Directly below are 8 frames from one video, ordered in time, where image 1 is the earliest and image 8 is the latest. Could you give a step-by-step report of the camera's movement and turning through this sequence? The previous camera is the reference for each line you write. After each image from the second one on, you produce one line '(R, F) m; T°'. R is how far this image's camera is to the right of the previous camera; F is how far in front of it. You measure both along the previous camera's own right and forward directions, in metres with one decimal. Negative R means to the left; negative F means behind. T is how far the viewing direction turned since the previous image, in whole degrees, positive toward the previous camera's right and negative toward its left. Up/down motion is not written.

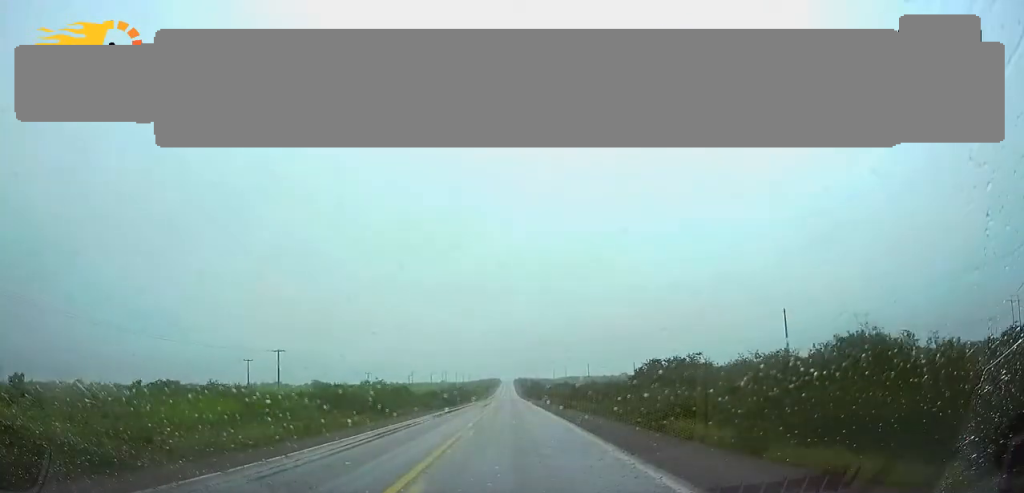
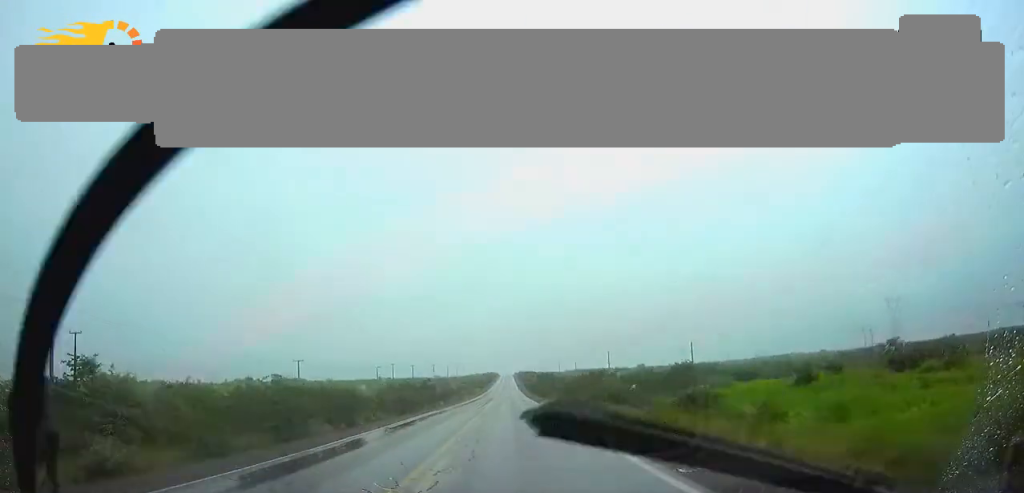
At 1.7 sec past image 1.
(+0.1, +56.8) m; 0°
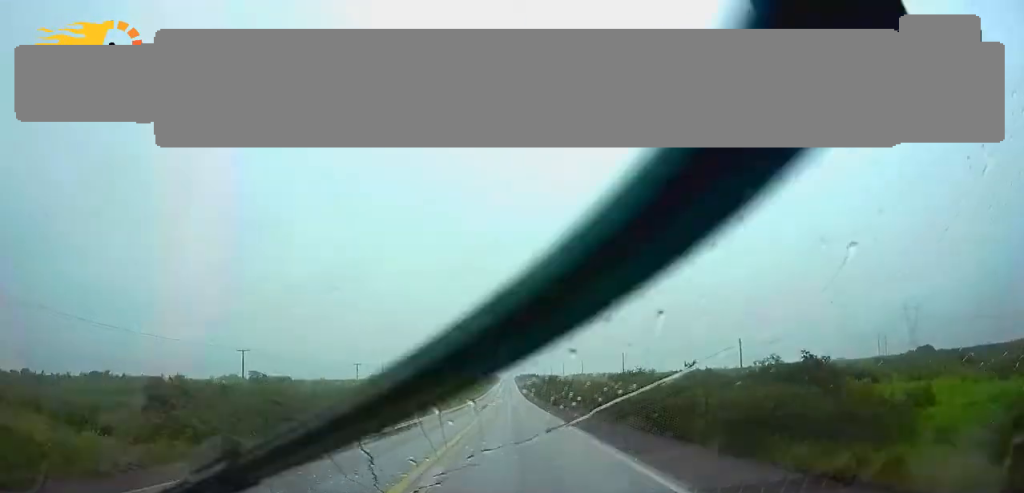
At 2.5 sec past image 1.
(-0.1, +25.3) m; 0°
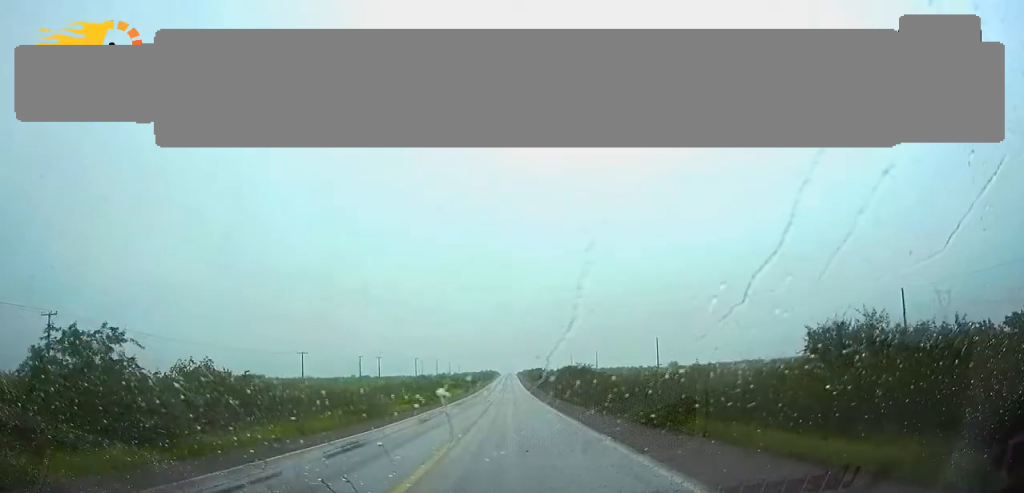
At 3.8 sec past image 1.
(+0.1, +43.1) m; 0°
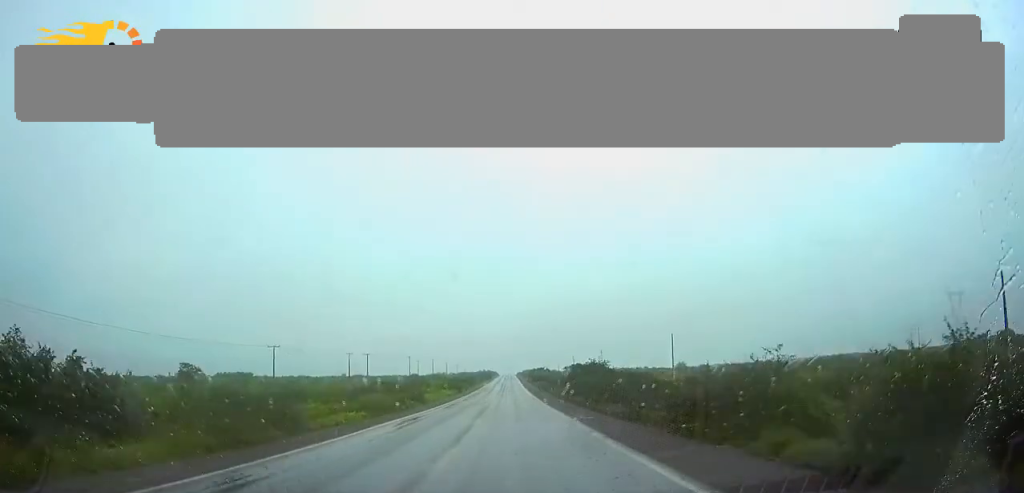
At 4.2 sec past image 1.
(0.0, +14.3) m; 0°
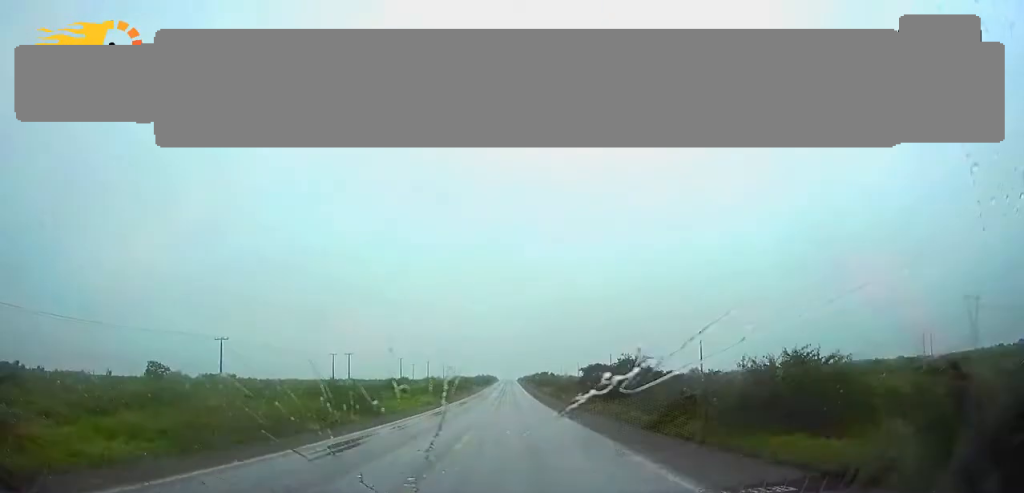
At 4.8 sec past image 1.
(0.0, +19.8) m; 0°
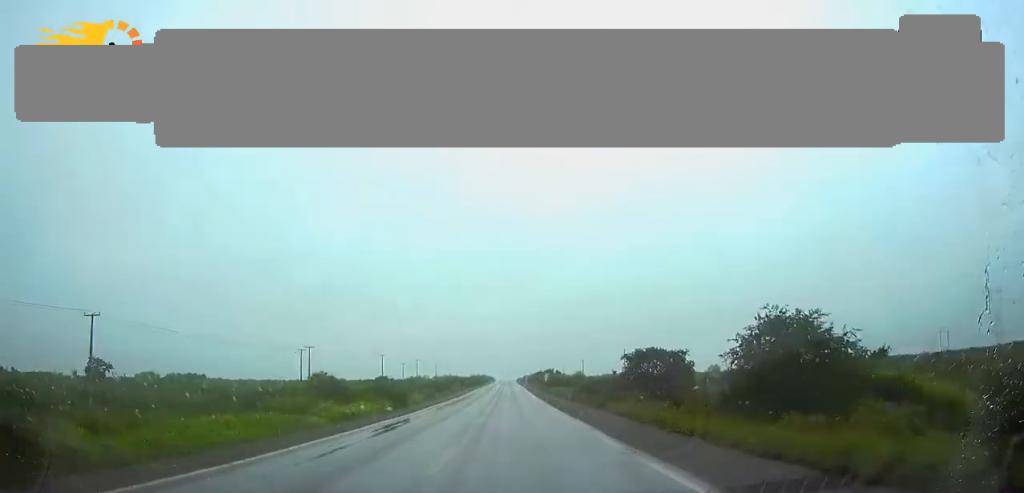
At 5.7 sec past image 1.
(0.0, +28.6) m; 0°
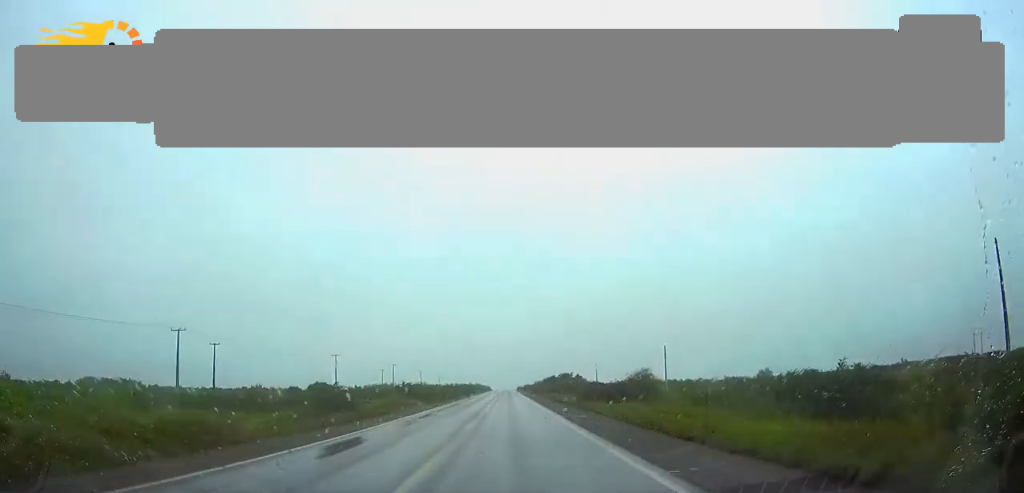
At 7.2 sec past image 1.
(+0.2, +49.8) m; 0°
